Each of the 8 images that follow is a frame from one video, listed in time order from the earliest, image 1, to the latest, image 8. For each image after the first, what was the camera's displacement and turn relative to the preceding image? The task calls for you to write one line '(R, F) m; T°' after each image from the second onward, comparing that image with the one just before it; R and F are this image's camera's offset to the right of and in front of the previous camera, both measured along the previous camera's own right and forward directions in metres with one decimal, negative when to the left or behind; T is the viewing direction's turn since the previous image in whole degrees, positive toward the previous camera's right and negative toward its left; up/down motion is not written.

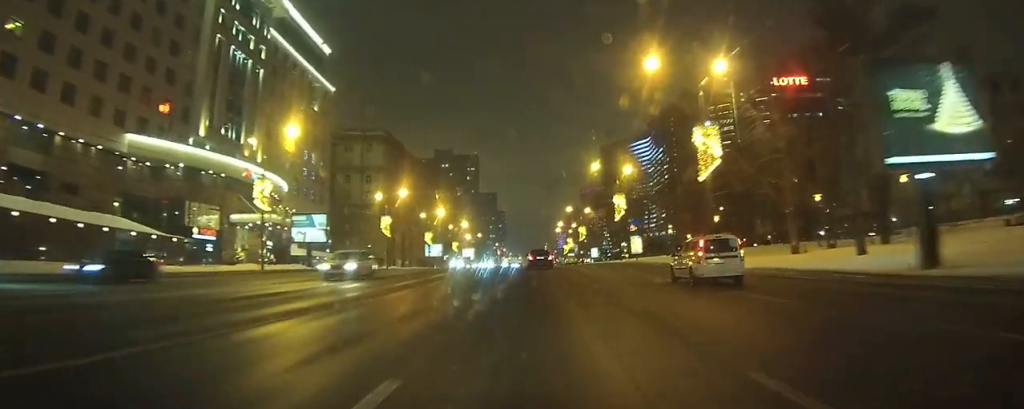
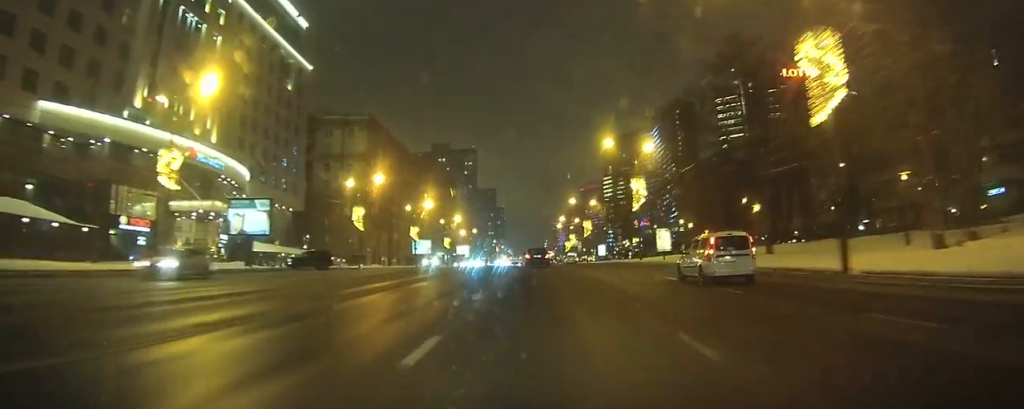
(0.0, +12.9) m; -1°
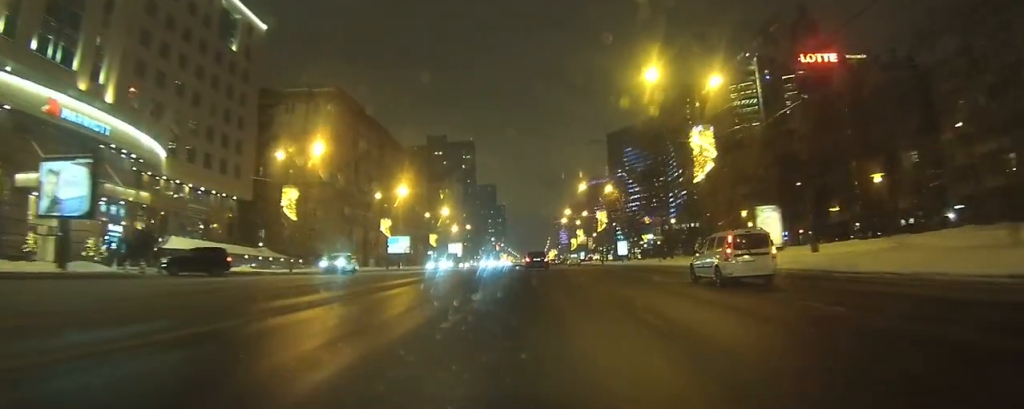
(-0.4, +21.0) m; -1°
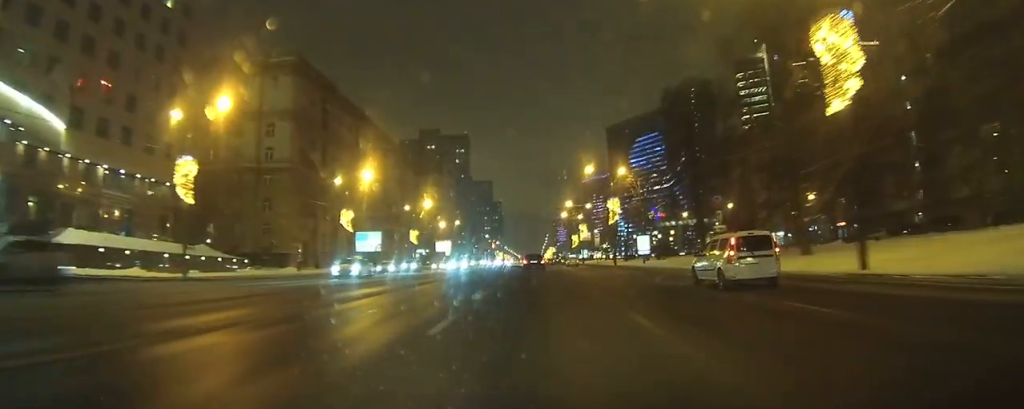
(0.0, +17.2) m; +1°
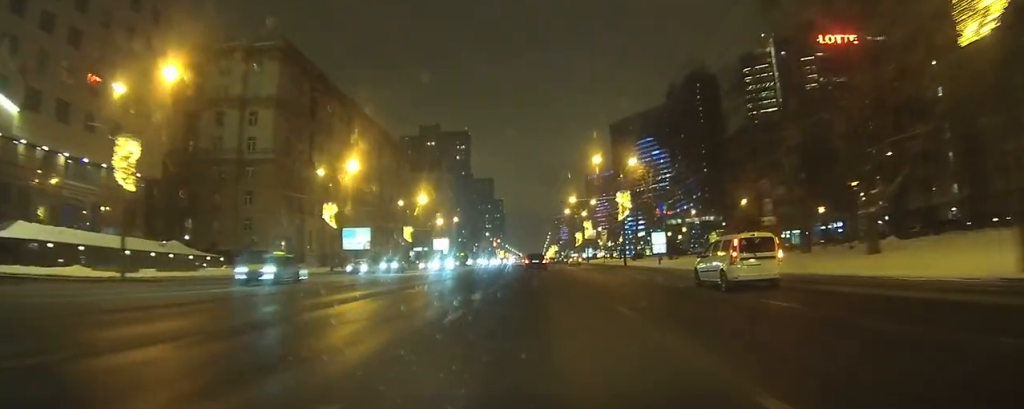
(+0.1, +7.1) m; +1°
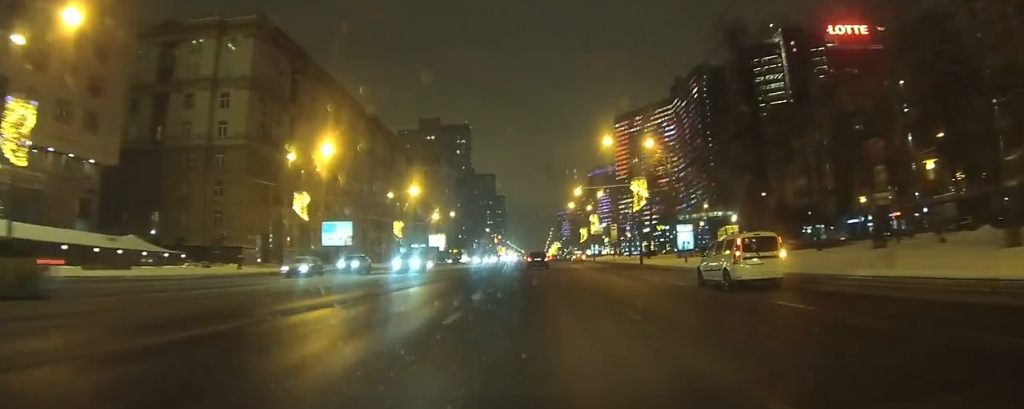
(+0.2, +9.5) m; +1°
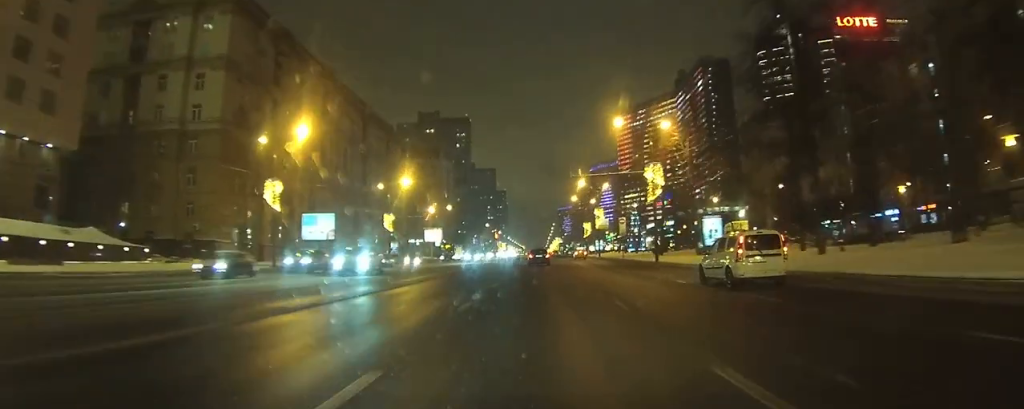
(0.0, +7.7) m; 0°
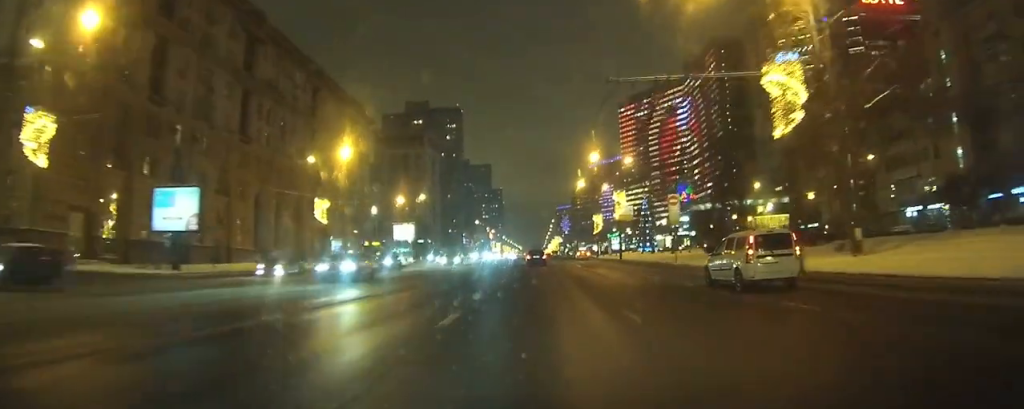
(-0.3, +33.9) m; -1°
